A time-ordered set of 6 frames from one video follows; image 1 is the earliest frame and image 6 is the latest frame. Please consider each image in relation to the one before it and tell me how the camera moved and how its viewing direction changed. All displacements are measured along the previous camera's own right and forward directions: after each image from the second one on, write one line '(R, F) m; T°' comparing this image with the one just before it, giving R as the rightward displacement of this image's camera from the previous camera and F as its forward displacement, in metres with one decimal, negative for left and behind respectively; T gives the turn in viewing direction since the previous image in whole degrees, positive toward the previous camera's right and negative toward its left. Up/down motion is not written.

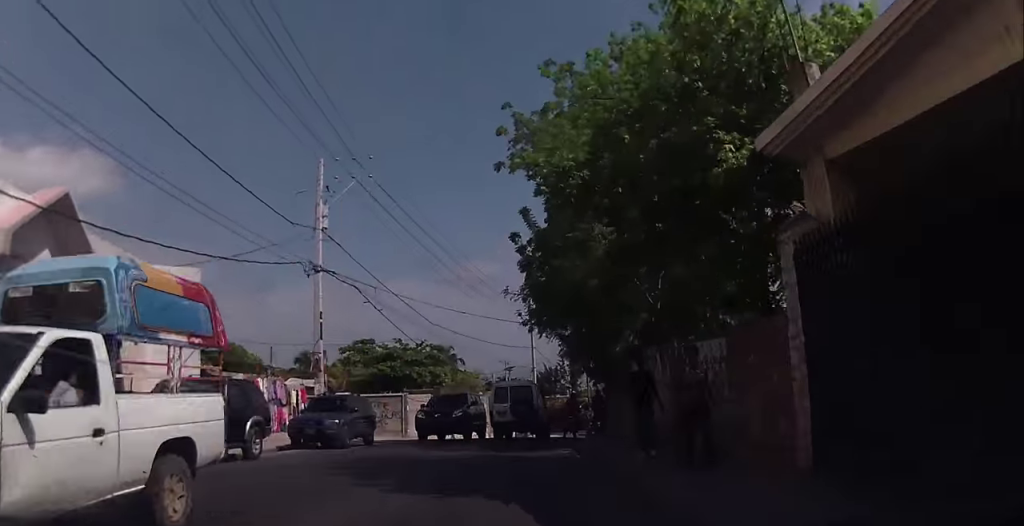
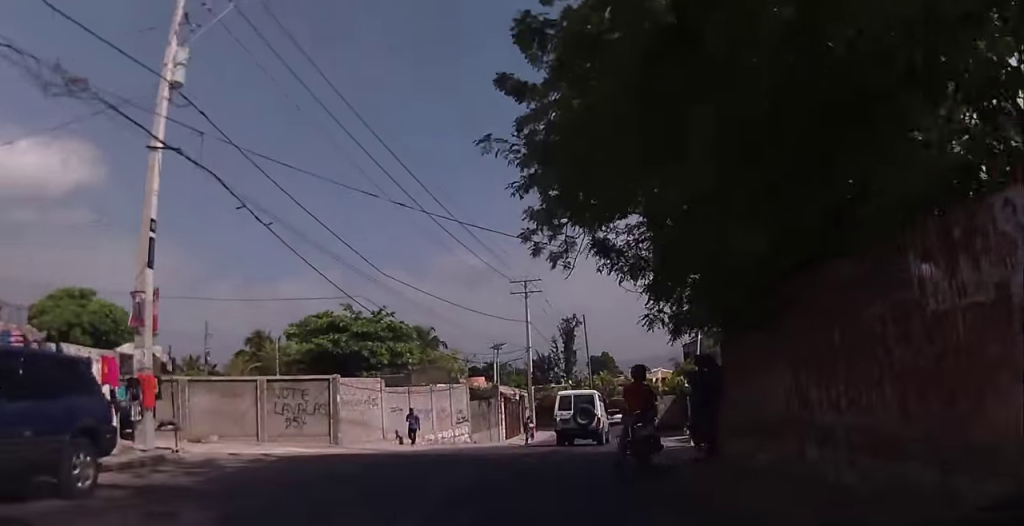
(+0.1, +13.6) m; +3°
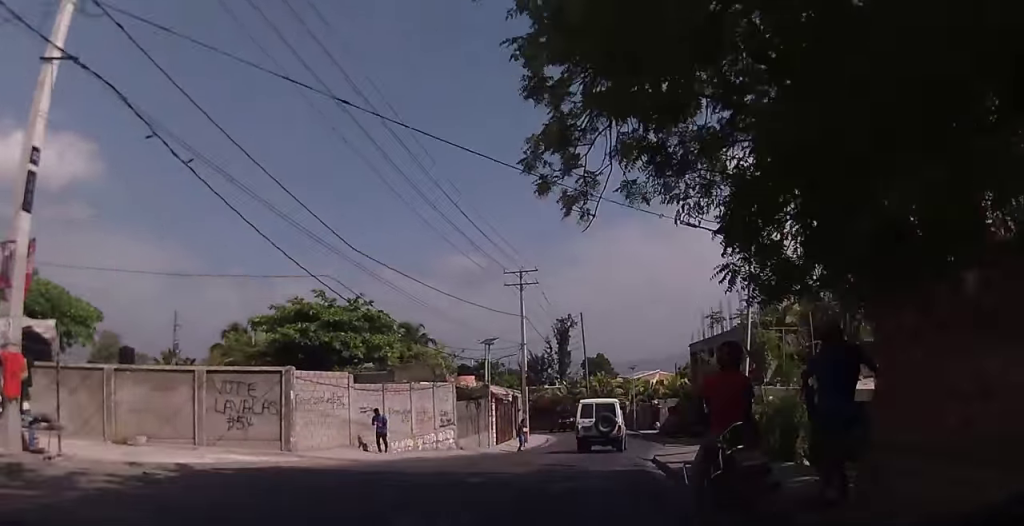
(-0.2, +4.6) m; +2°
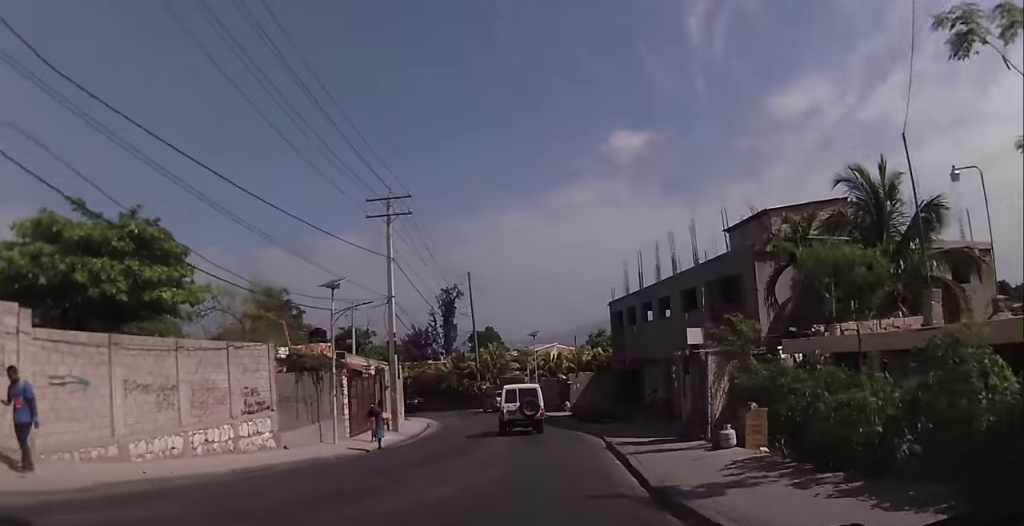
(+0.9, +12.4) m; +5°
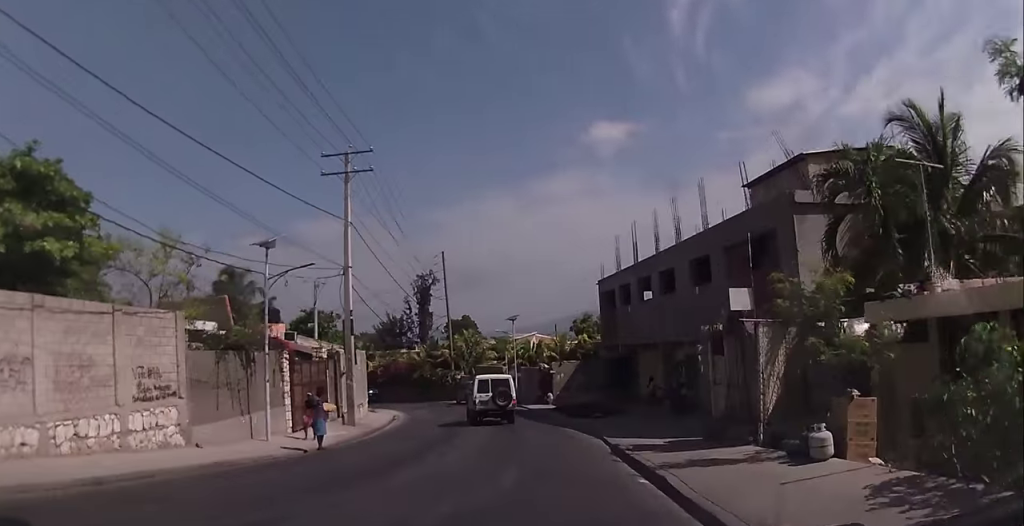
(0.0, +4.7) m; +1°
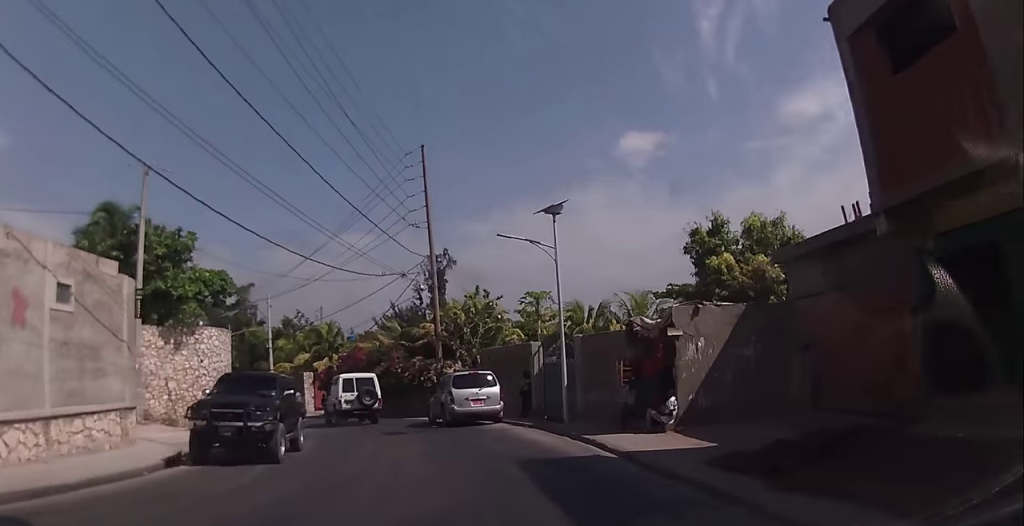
(+0.8, +28.5) m; +2°
